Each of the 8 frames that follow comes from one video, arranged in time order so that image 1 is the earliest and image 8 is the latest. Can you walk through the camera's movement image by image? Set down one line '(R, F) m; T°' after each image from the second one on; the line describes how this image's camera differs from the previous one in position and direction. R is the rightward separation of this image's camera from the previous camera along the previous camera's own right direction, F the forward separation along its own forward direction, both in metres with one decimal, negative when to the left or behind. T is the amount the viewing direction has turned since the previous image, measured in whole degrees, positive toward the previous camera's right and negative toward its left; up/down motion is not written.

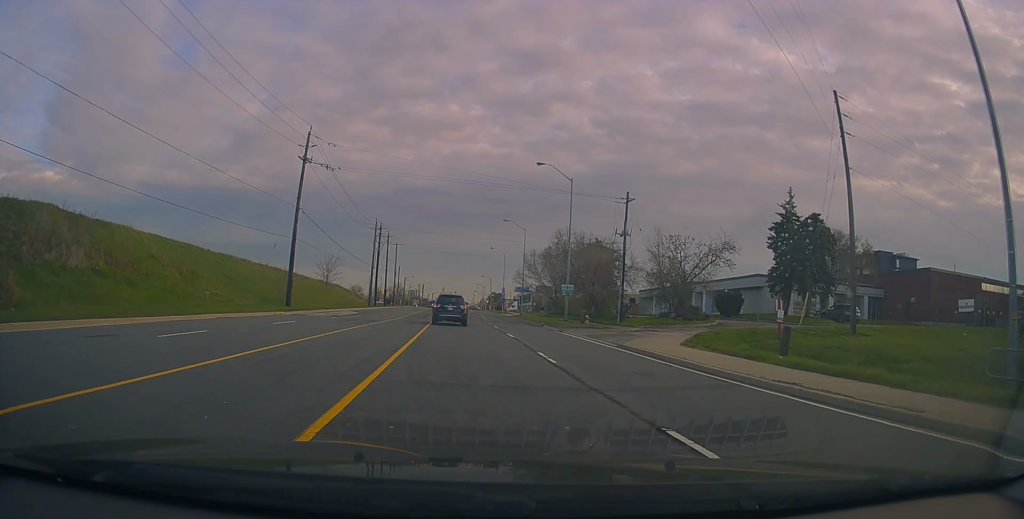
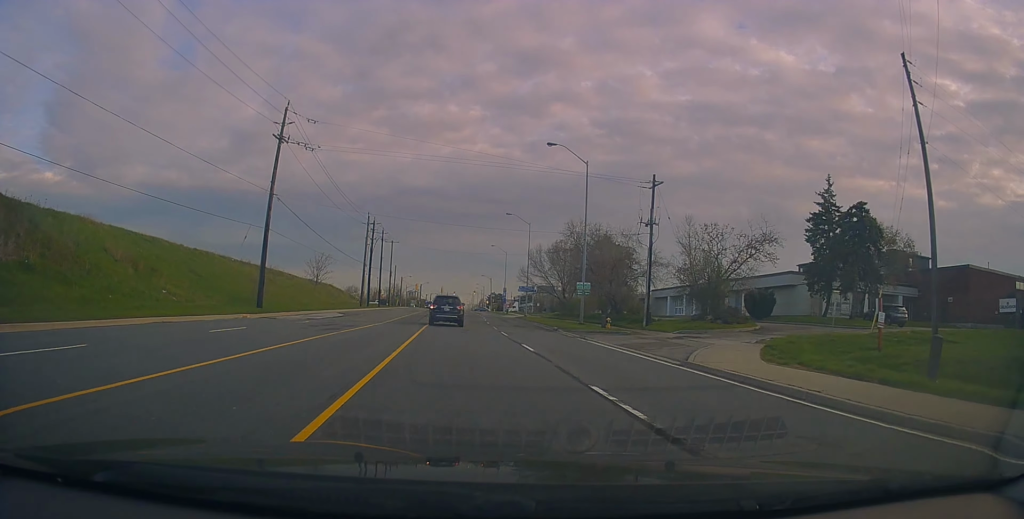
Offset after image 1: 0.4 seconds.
(-0.1, +6.4) m; 0°
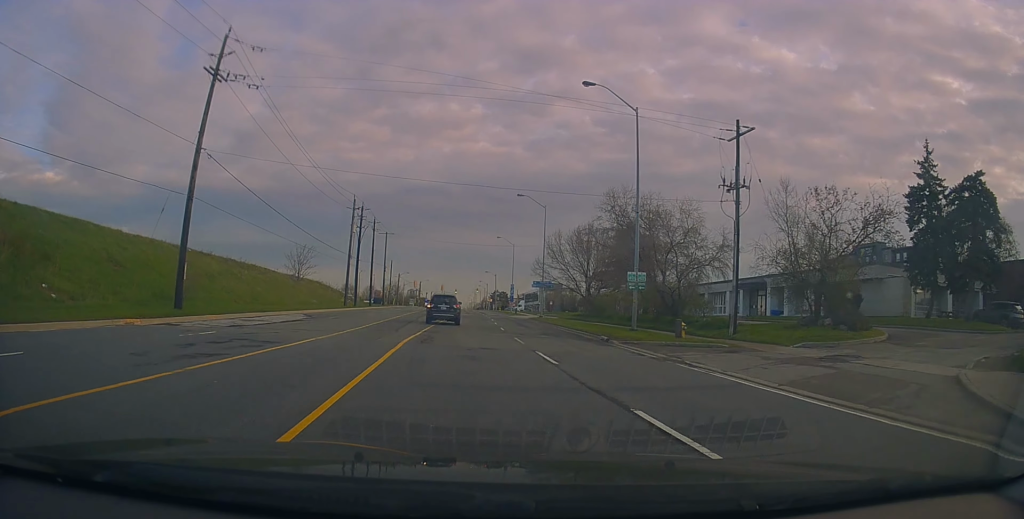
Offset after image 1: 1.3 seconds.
(+0.1, +12.1) m; +1°
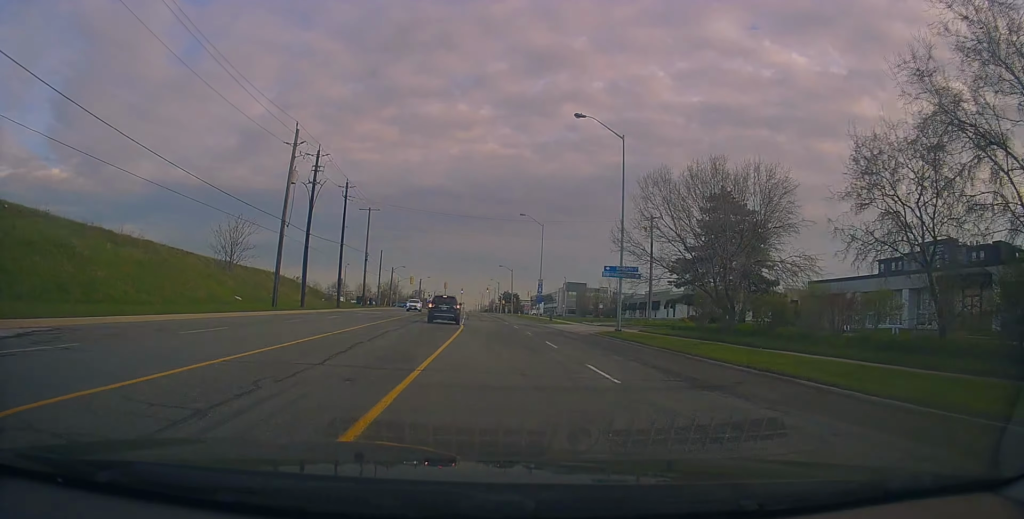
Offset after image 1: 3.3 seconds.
(-0.8, +28.6) m; -2°
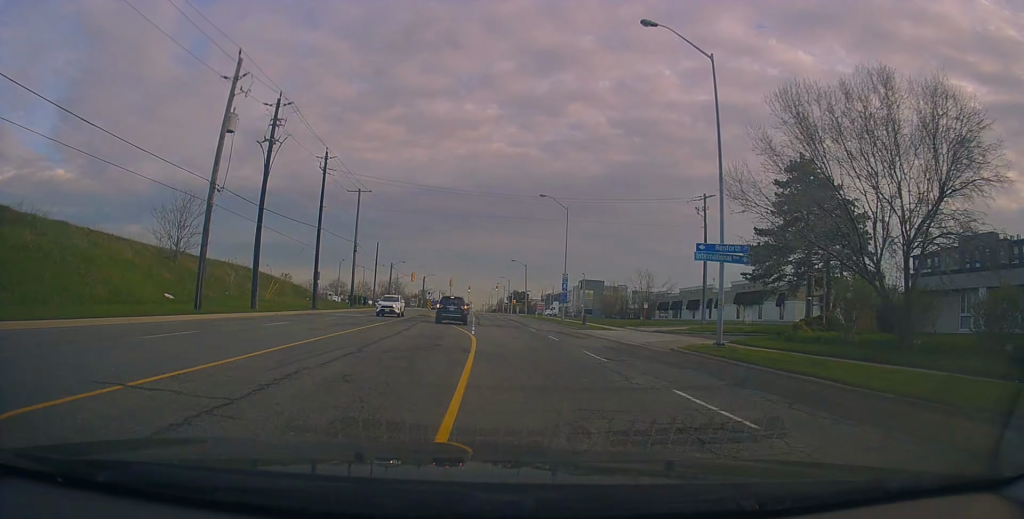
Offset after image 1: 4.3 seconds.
(+0.3, +13.2) m; +1°
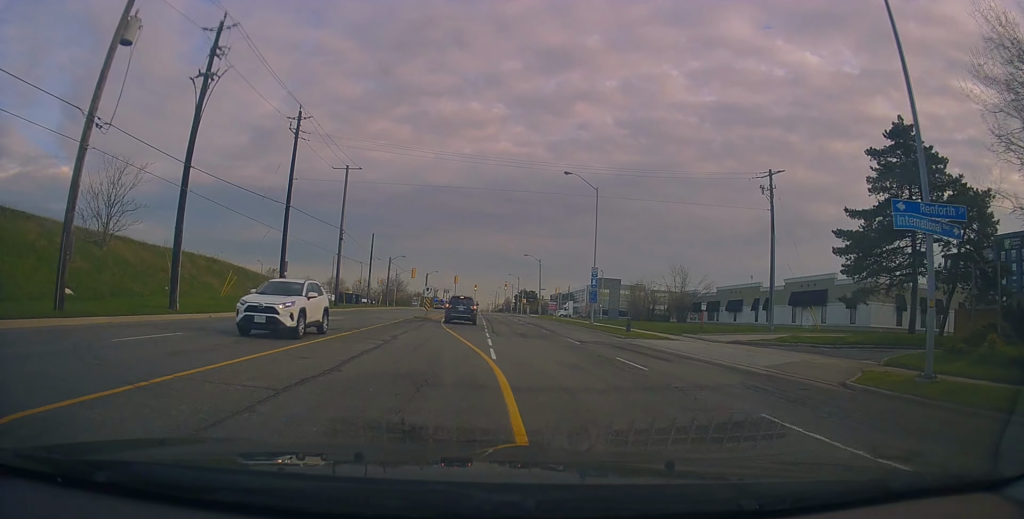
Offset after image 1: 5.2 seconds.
(0.0, +11.1) m; -1°
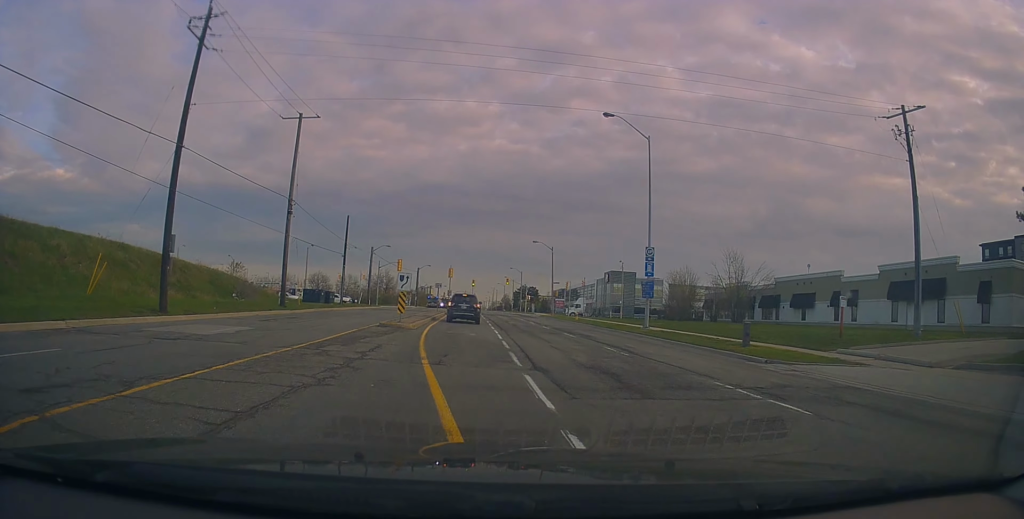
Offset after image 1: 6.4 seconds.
(-0.2, +15.6) m; -2°
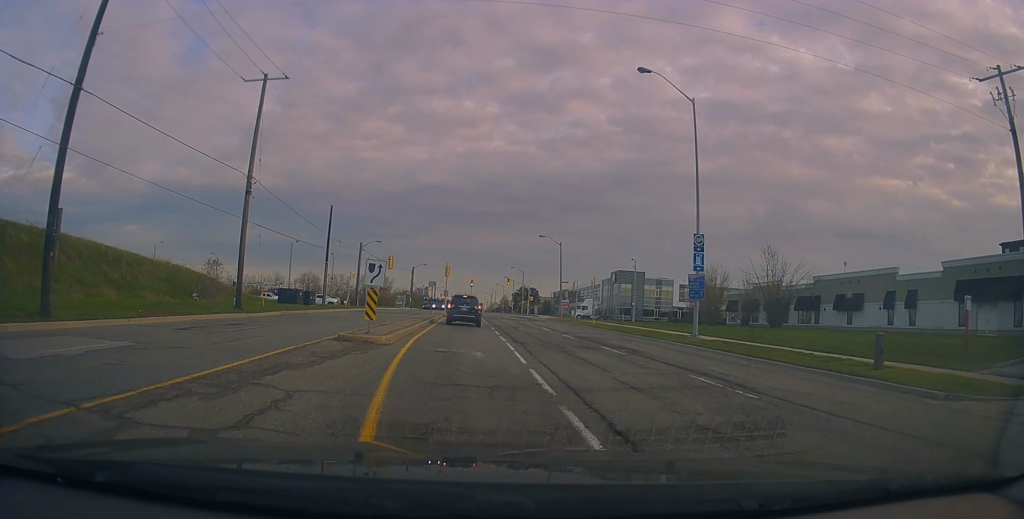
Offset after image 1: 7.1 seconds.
(-0.1, +7.9) m; 0°
